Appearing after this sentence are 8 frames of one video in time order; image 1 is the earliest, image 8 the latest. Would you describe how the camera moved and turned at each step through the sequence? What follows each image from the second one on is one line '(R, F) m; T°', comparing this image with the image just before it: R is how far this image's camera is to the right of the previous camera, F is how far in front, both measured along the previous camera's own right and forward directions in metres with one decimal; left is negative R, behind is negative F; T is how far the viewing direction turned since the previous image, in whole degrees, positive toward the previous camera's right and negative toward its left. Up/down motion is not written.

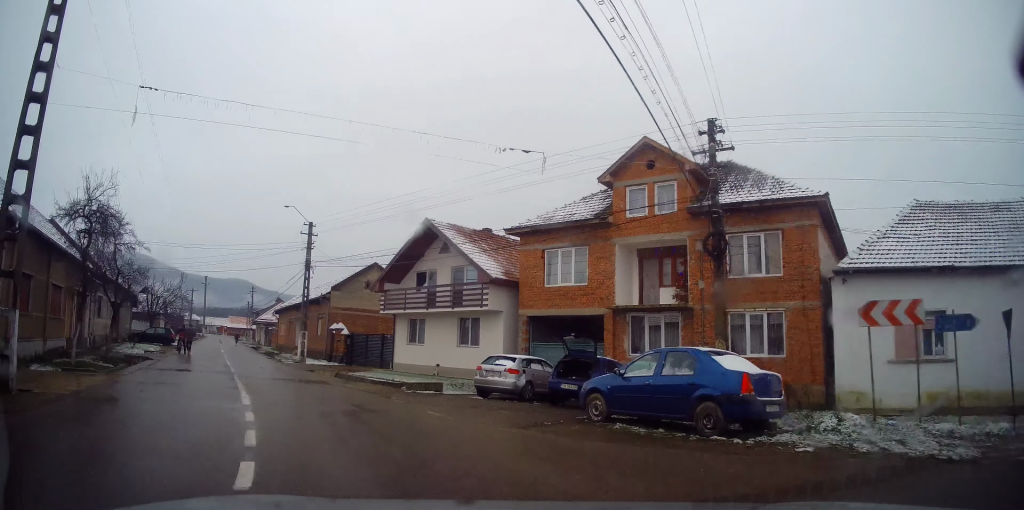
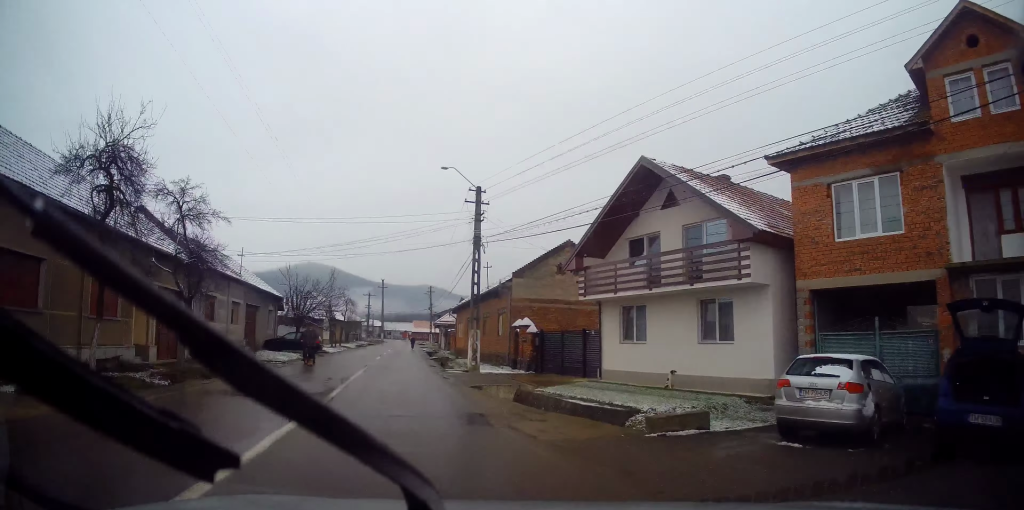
(-1.8, +8.6) m; -19°
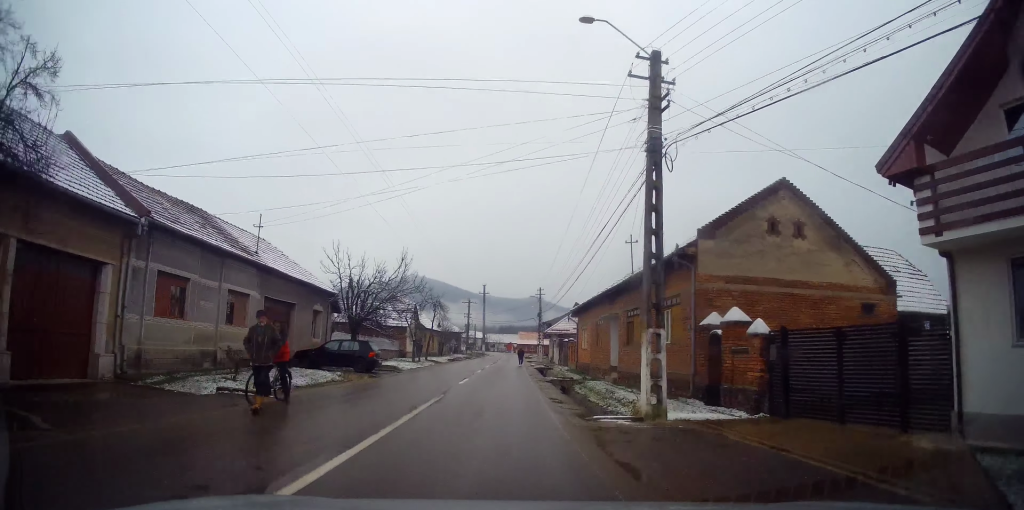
(-2.3, +12.7) m; -12°
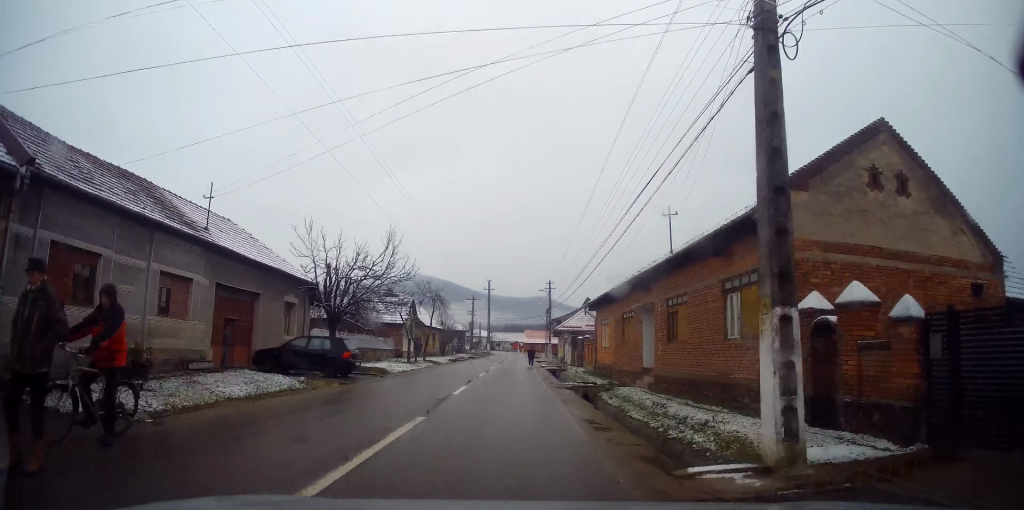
(0.0, +5.2) m; -1°
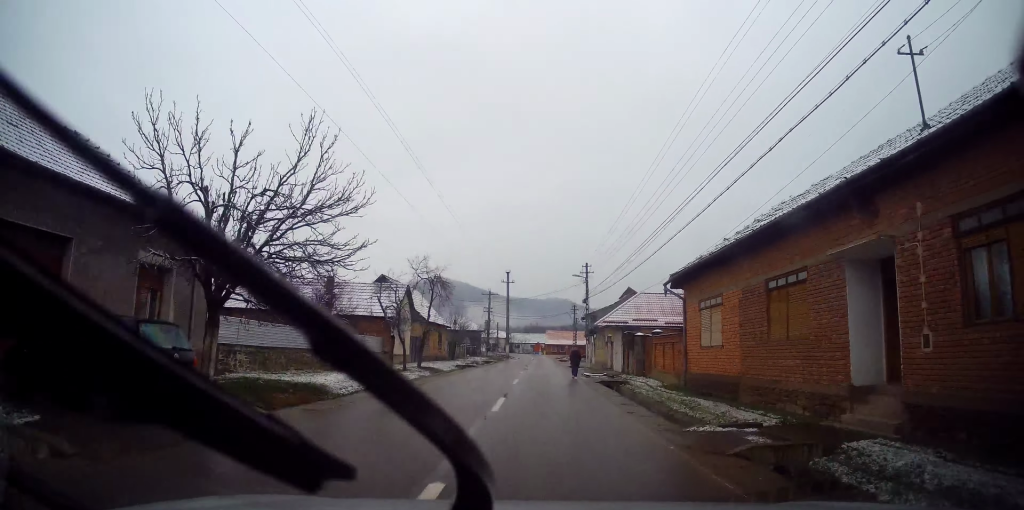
(-0.2, +12.2) m; -1°
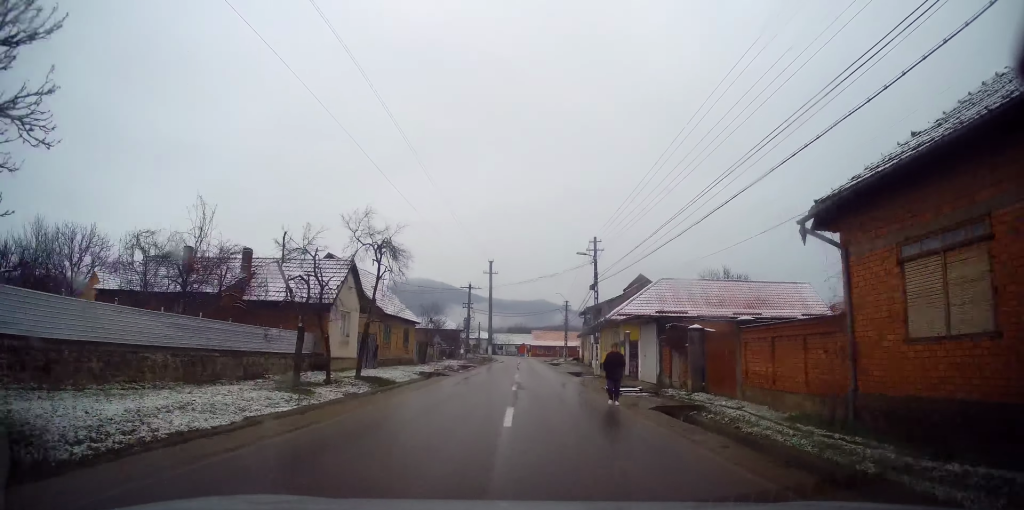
(+0.1, +10.3) m; +2°
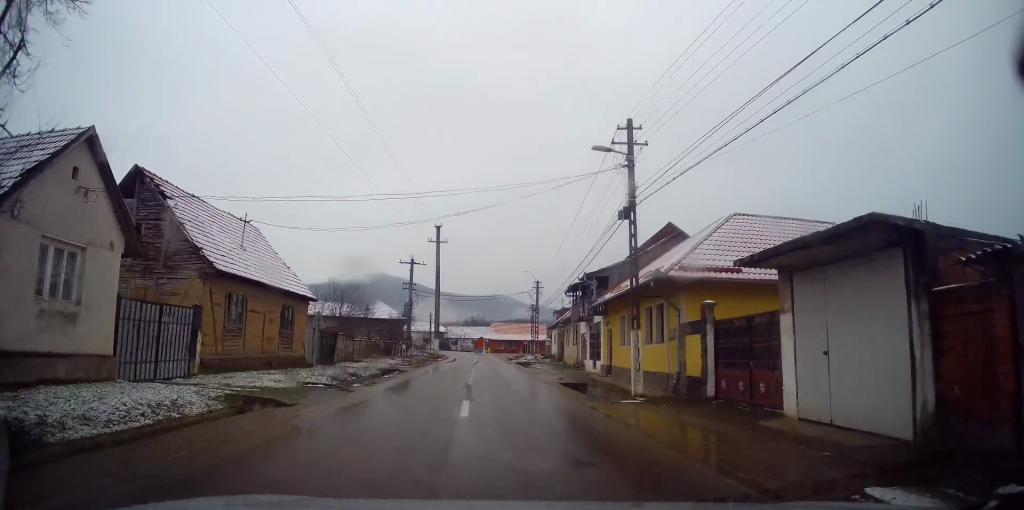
(+0.7, +16.5) m; +3°
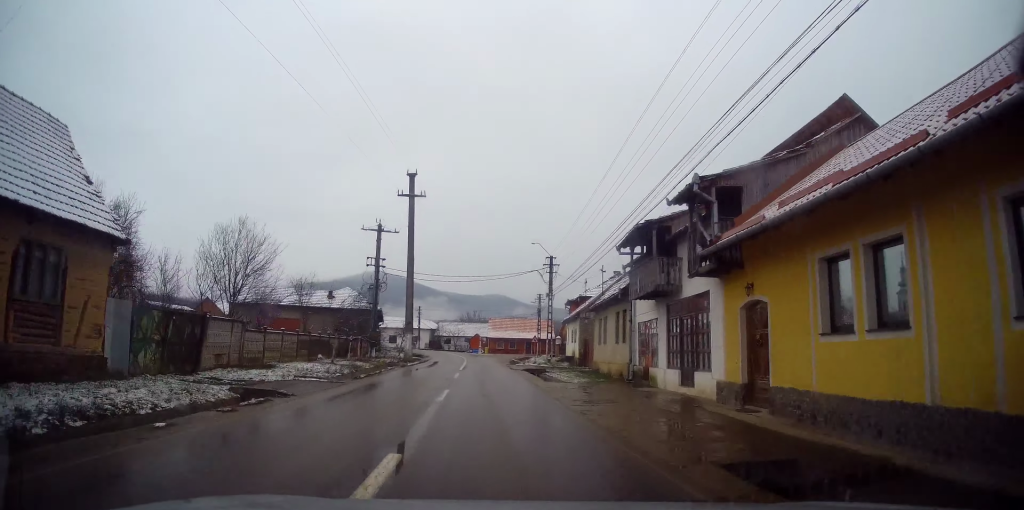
(-0.2, +15.0) m; -1°
